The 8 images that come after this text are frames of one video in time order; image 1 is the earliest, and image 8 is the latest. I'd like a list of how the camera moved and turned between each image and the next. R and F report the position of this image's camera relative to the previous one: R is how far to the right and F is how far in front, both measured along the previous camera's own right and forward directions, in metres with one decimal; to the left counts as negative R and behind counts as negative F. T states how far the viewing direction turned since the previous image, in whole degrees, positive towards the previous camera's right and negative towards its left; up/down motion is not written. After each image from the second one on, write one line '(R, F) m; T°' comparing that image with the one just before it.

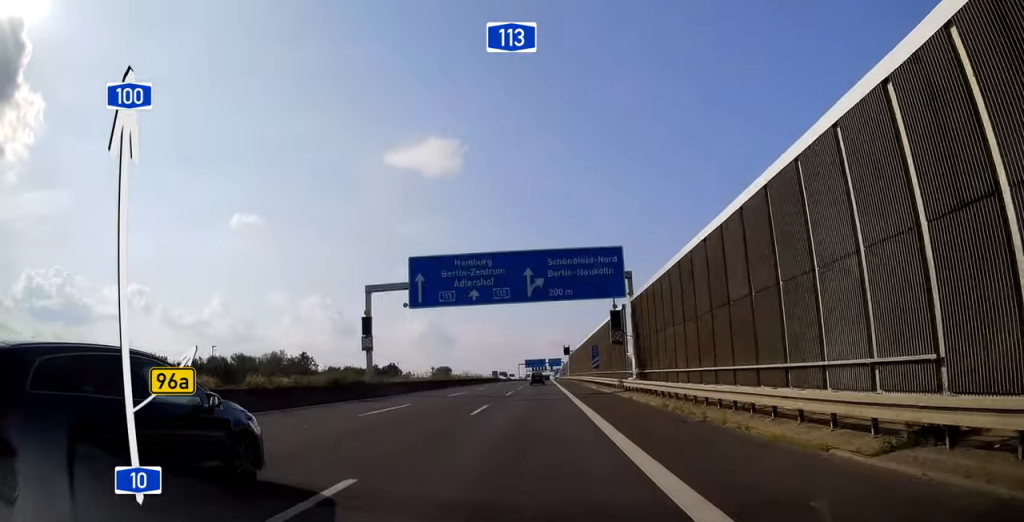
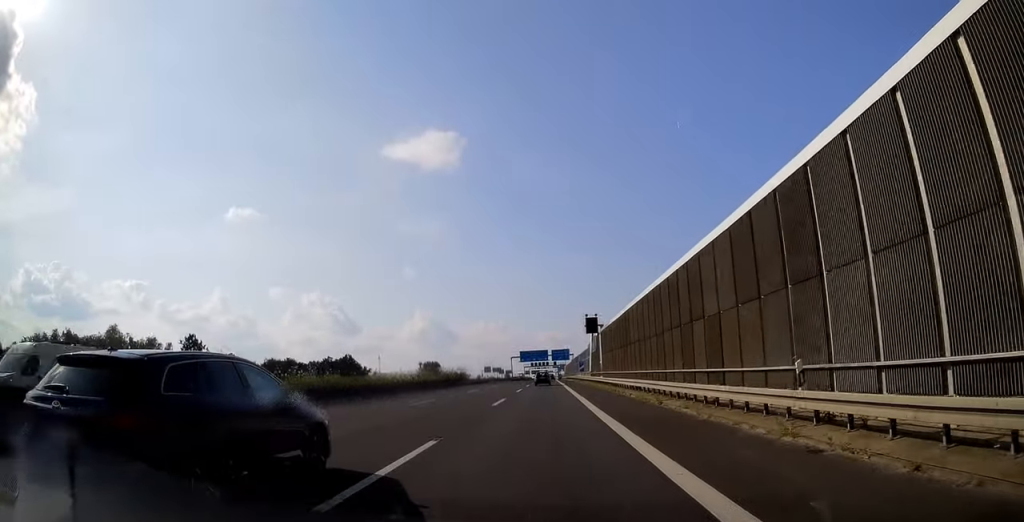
(+0.3, +68.1) m; 0°
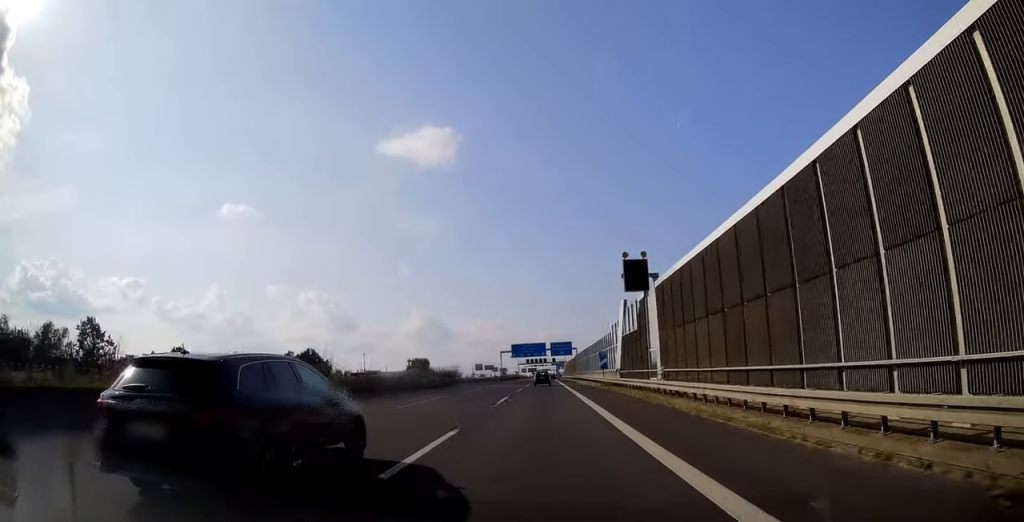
(-0.1, +34.5) m; 0°
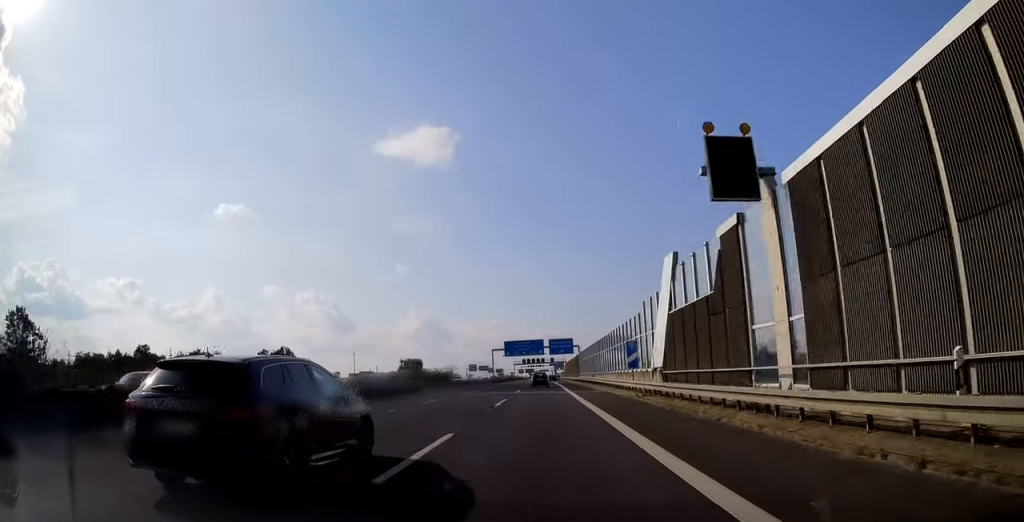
(0.0, +18.3) m; 0°
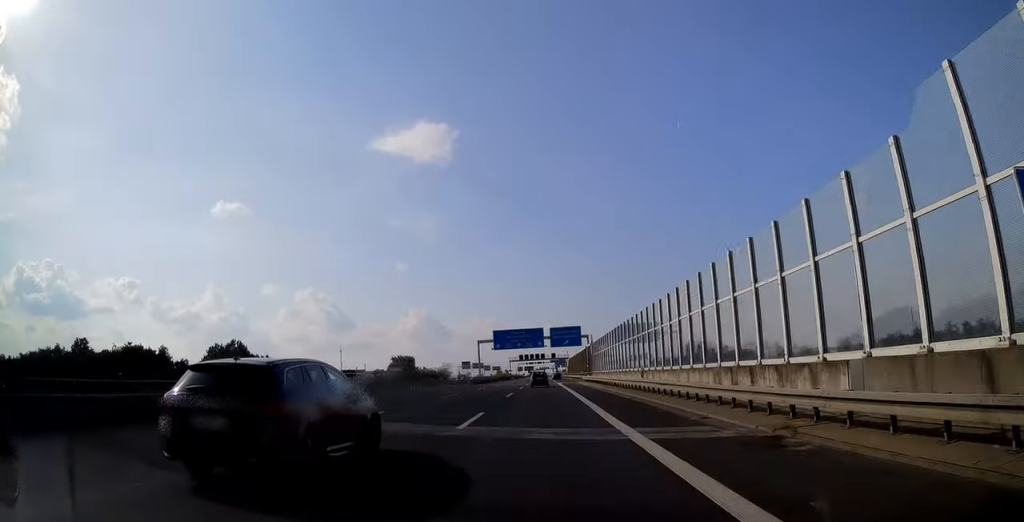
(0.0, +28.8) m; 0°
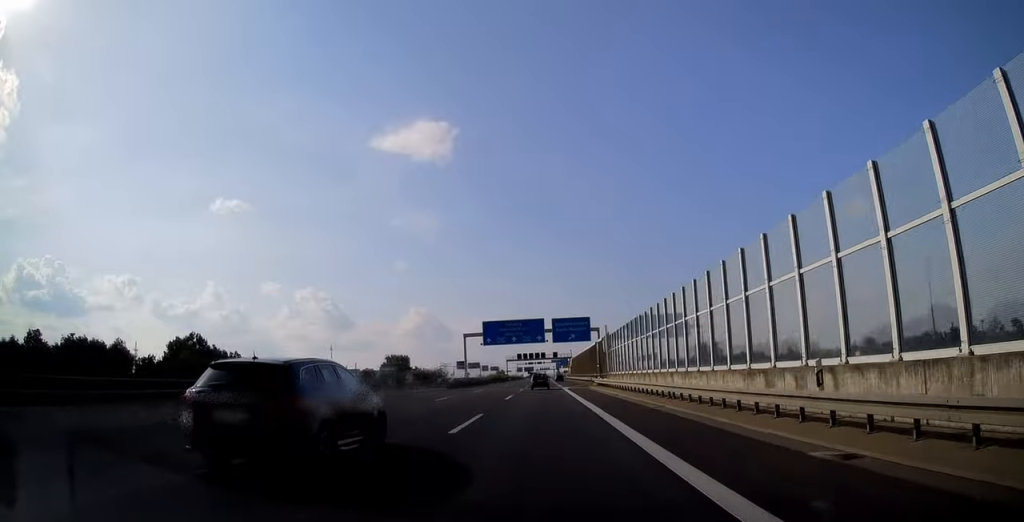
(0.0, +18.9) m; 0°
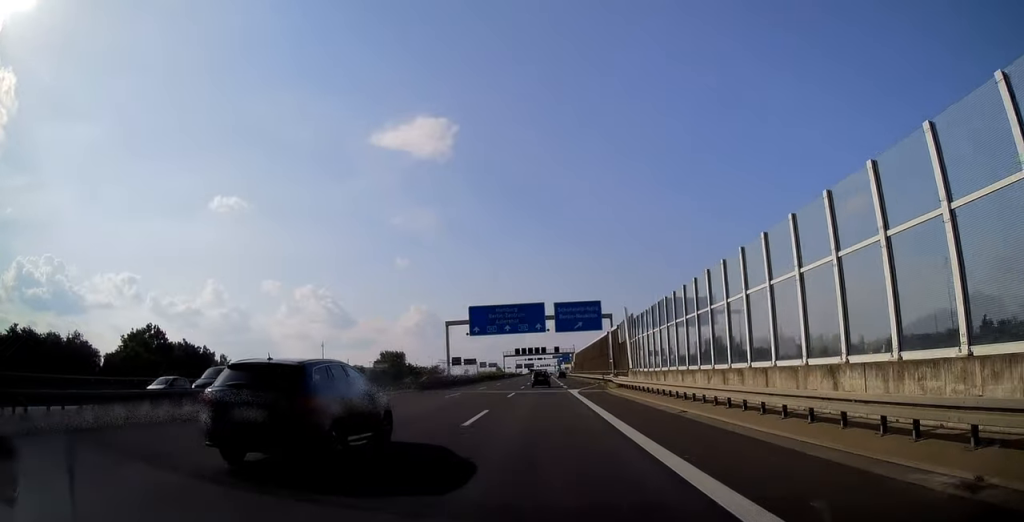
(0.0, +16.0) m; 0°
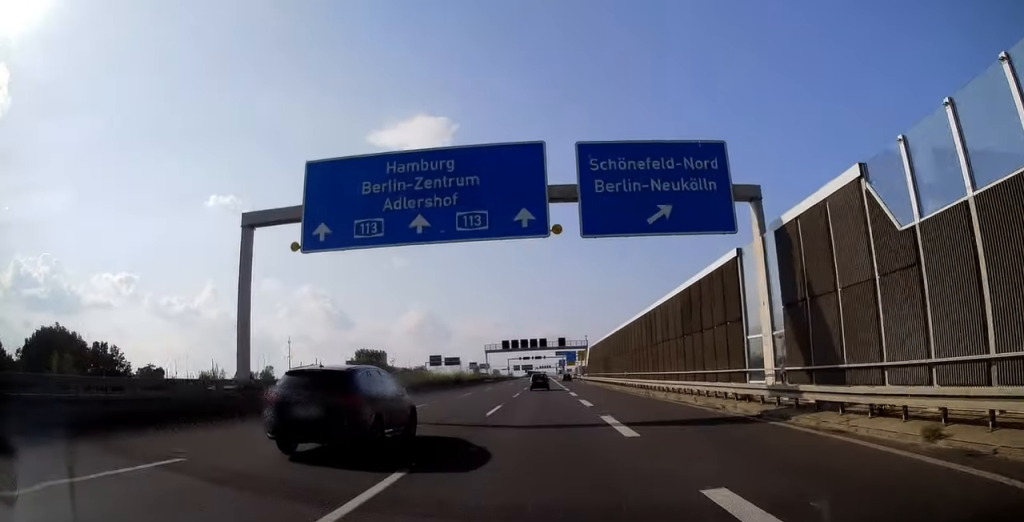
(0.0, +48.6) m; 0°
